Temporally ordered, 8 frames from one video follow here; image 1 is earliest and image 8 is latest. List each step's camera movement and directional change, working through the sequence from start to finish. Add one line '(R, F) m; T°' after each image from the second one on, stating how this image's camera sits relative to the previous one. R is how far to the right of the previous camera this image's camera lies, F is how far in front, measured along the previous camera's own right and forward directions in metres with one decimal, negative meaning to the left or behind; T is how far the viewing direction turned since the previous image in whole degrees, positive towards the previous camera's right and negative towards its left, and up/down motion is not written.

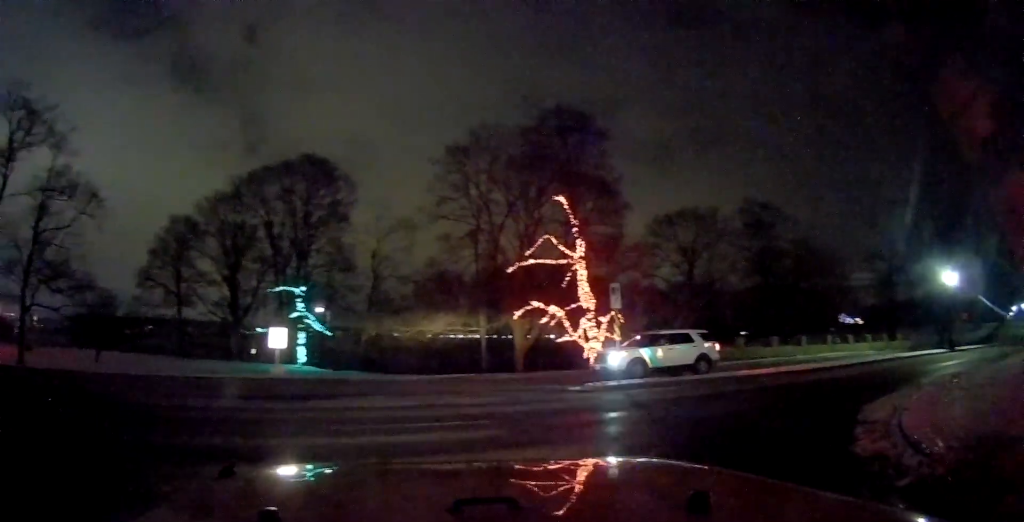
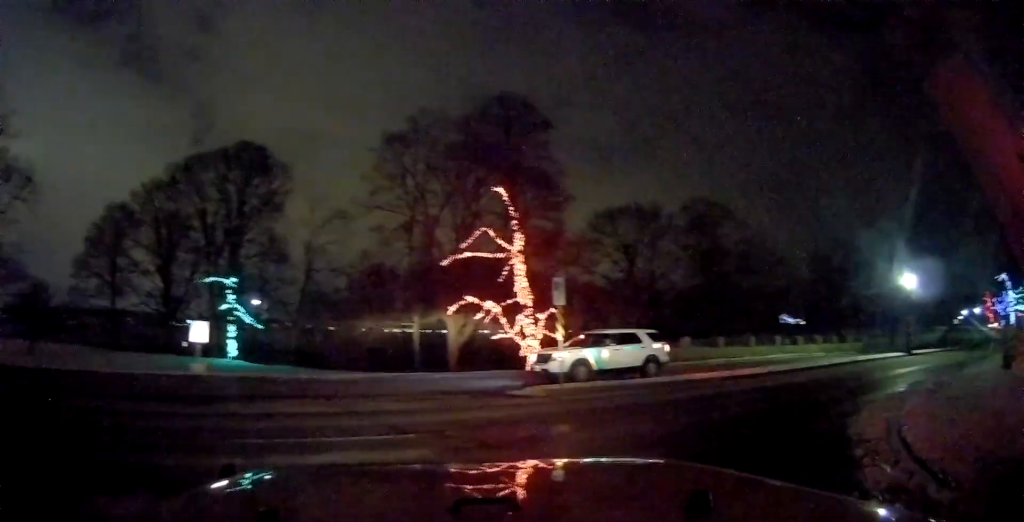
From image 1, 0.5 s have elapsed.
(-0.1, +1.7) m; +8°
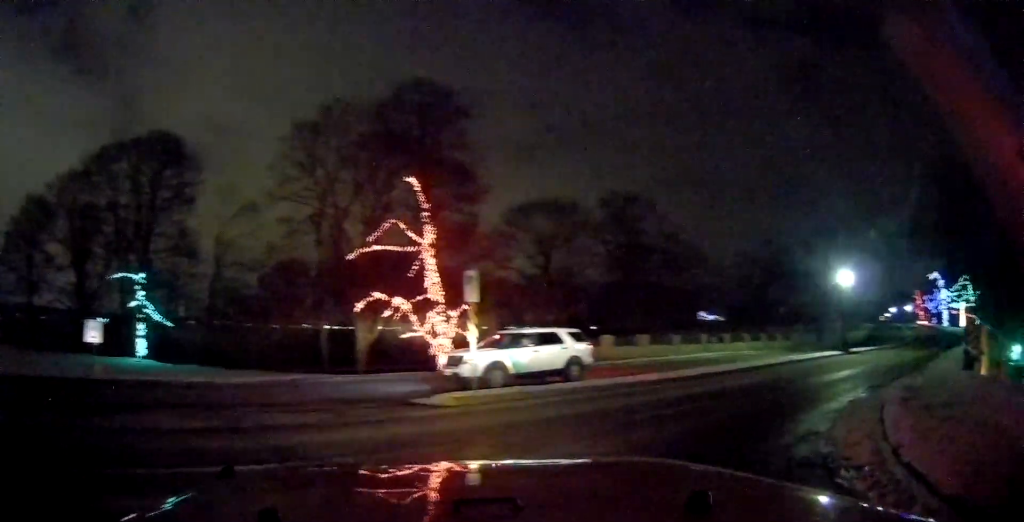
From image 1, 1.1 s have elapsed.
(+0.2, +1.8) m; +11°
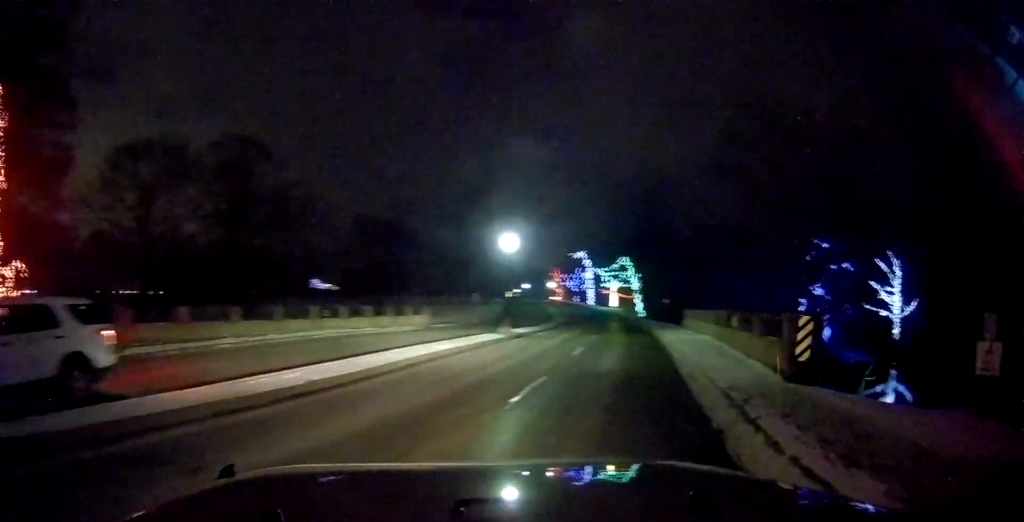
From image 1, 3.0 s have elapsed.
(+3.3, +7.2) m; +46°
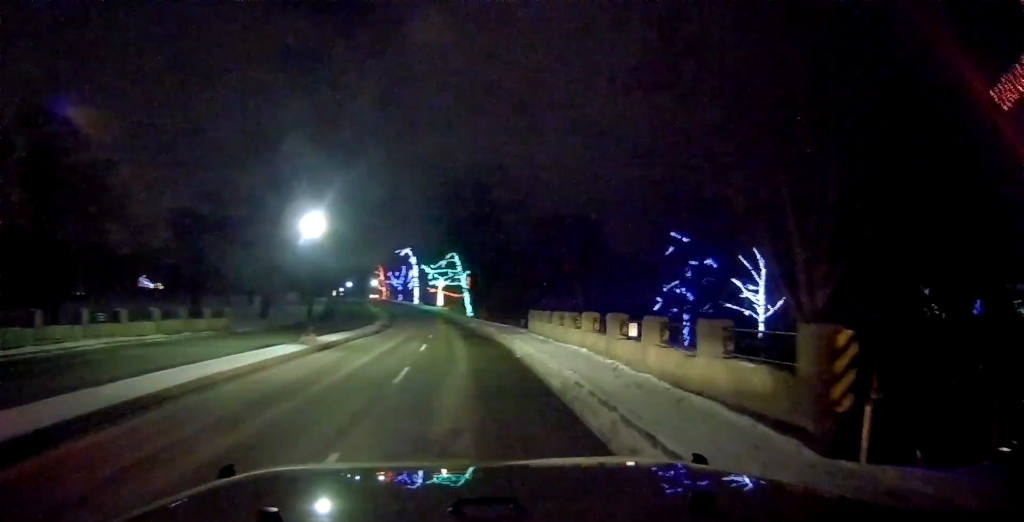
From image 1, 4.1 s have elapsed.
(+1.1, +5.7) m; +14°
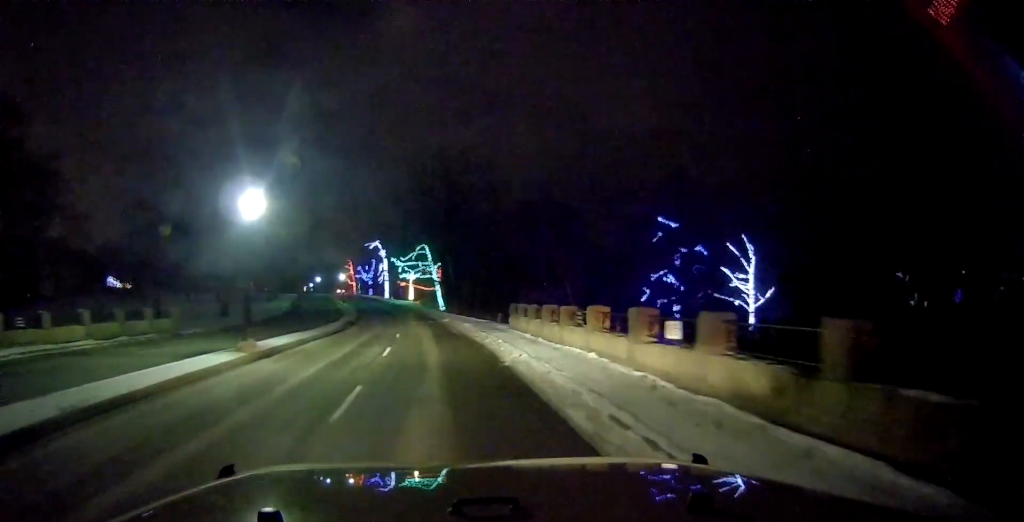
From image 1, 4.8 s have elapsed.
(+0.2, +3.9) m; +3°
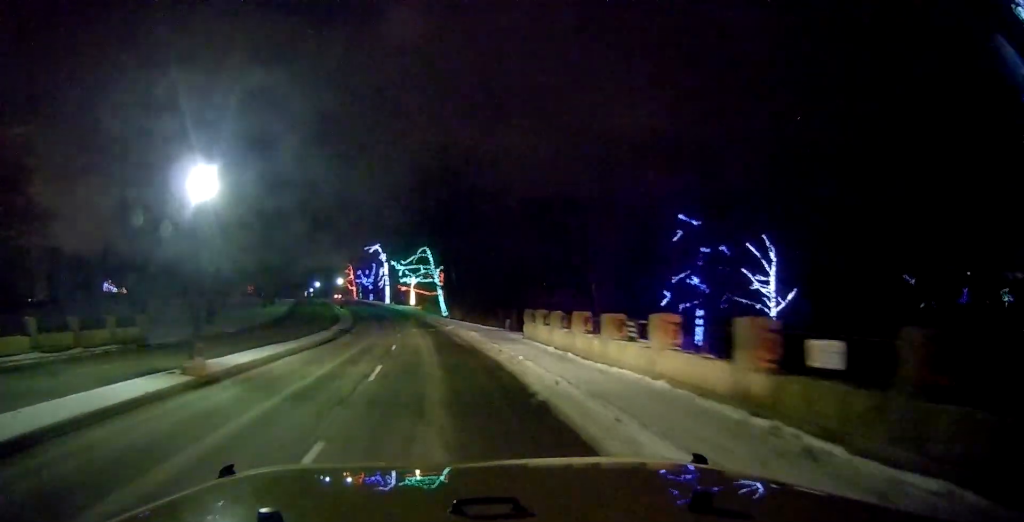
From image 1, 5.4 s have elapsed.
(0.0, +4.0) m; 0°
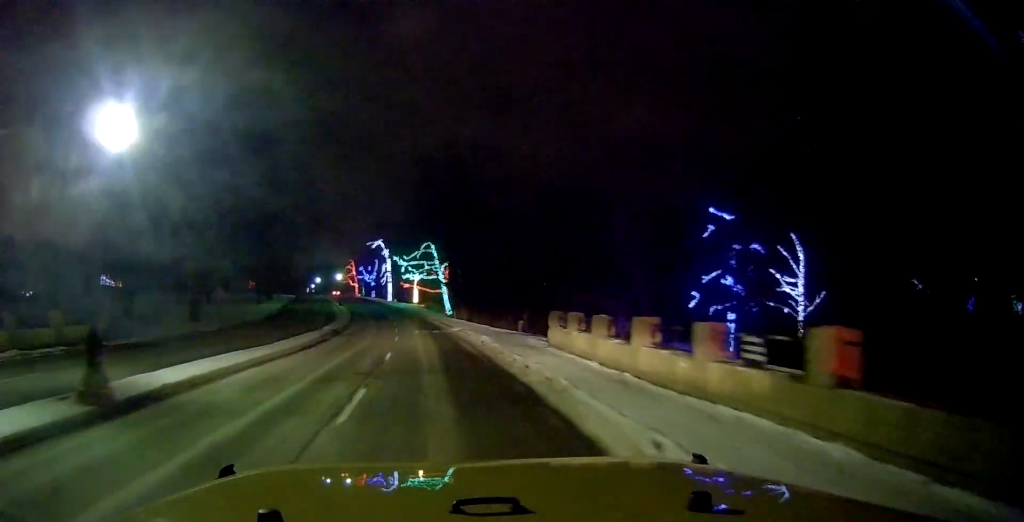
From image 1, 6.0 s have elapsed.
(0.0, +4.4) m; 0°
